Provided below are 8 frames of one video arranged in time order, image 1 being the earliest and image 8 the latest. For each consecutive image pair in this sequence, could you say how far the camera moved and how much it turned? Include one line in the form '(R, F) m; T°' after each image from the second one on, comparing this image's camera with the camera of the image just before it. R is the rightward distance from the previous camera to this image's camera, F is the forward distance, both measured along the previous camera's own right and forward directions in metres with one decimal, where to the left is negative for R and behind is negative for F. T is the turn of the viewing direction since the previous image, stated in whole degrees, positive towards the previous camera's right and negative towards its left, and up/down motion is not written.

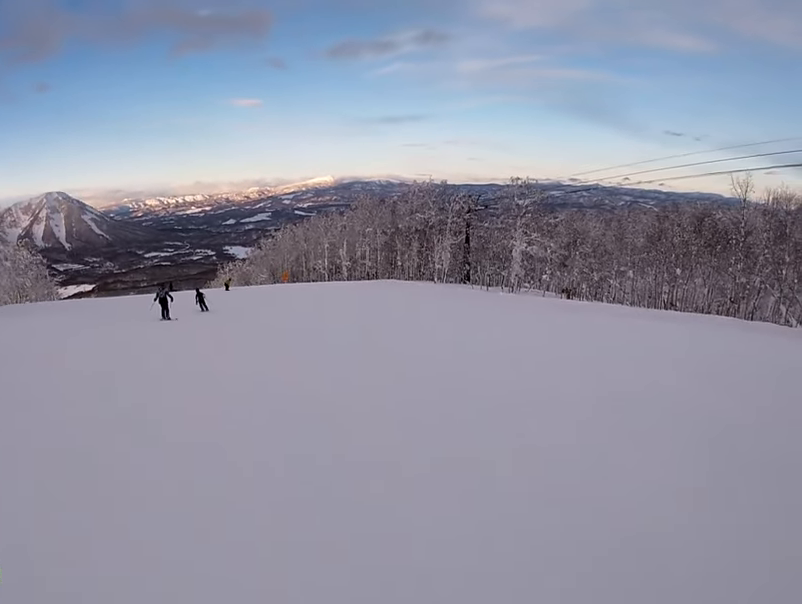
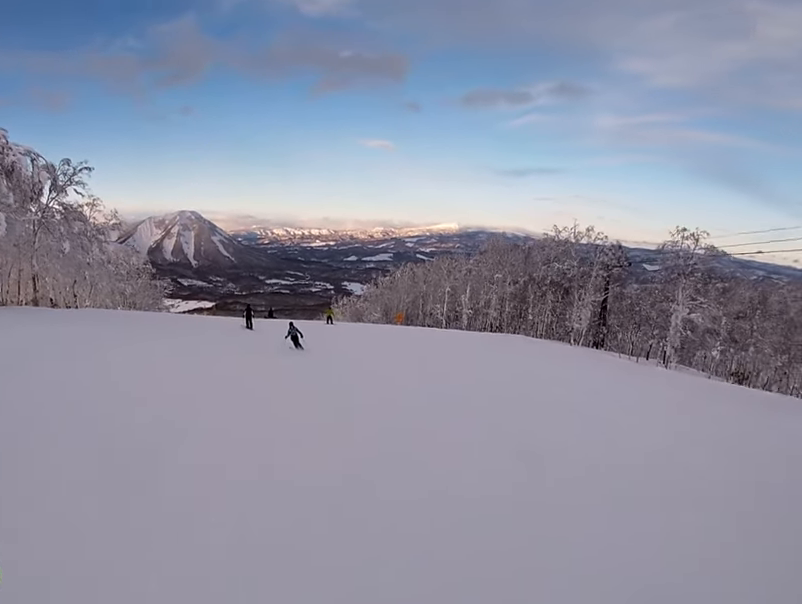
(-0.9, +7.1) m; -10°
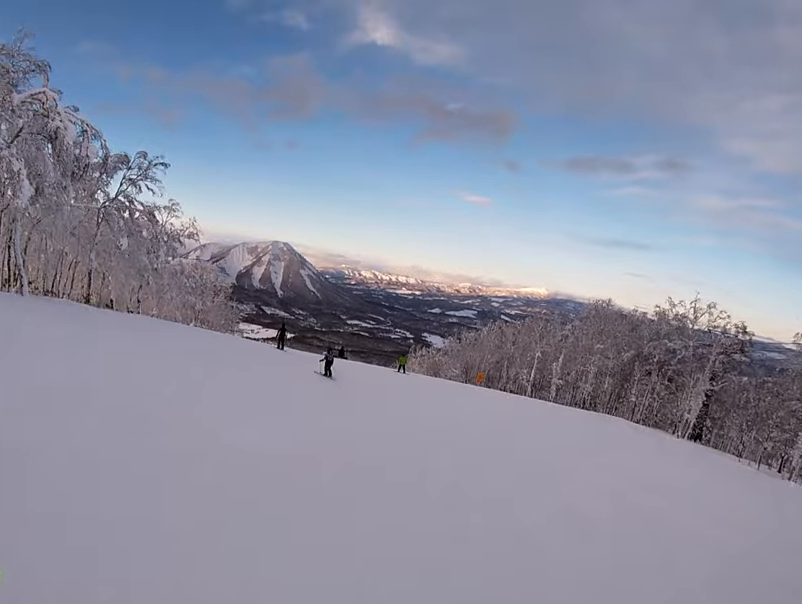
(-0.1, +5.7) m; -9°
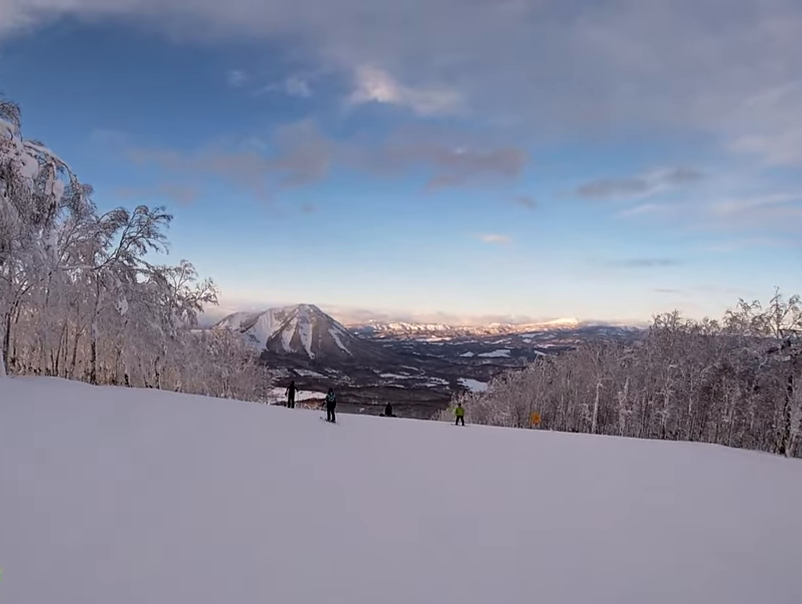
(-0.9, +5.6) m; -9°
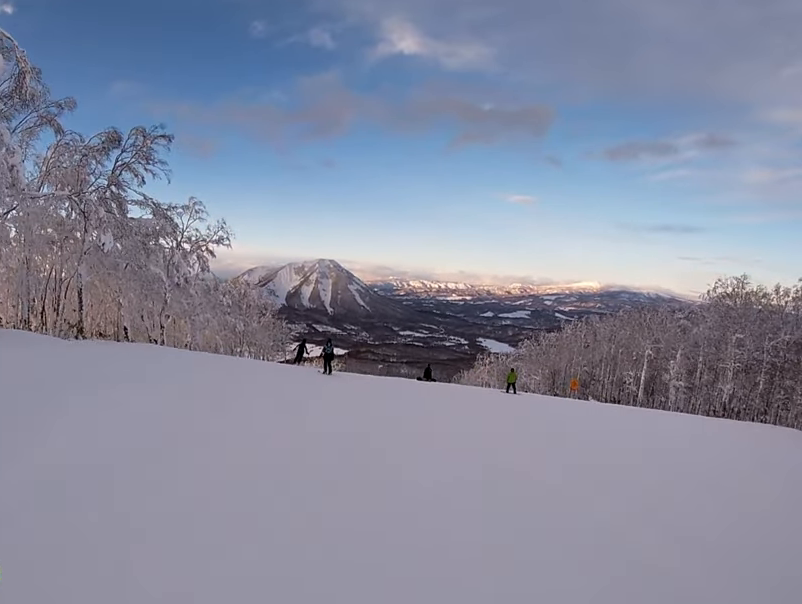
(-0.1, +5.2) m; -6°
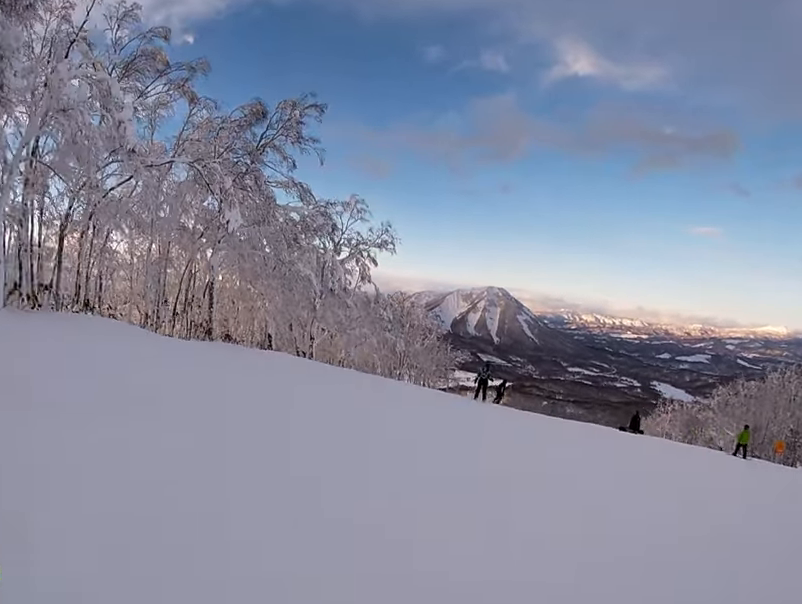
(-0.4, +4.9) m; -6°
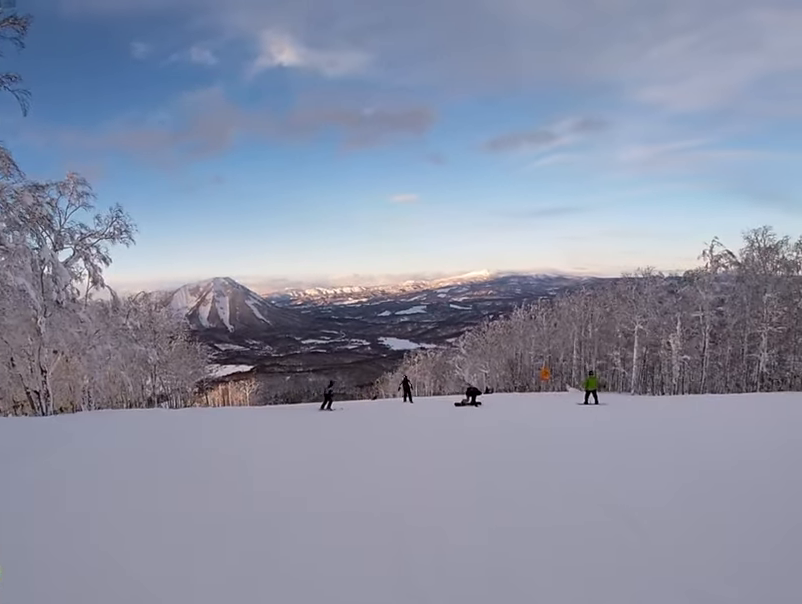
(+0.6, +7.1) m; +23°
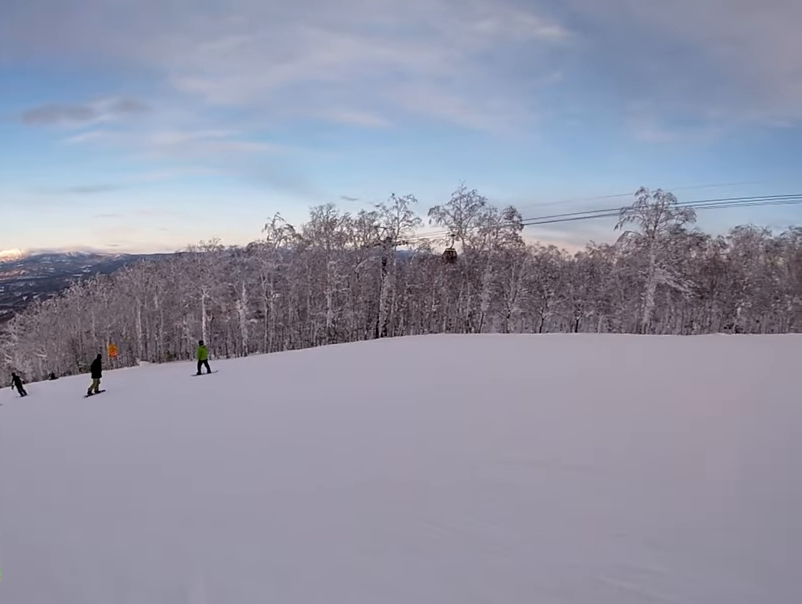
(+1.4, +4.6) m; +29°
